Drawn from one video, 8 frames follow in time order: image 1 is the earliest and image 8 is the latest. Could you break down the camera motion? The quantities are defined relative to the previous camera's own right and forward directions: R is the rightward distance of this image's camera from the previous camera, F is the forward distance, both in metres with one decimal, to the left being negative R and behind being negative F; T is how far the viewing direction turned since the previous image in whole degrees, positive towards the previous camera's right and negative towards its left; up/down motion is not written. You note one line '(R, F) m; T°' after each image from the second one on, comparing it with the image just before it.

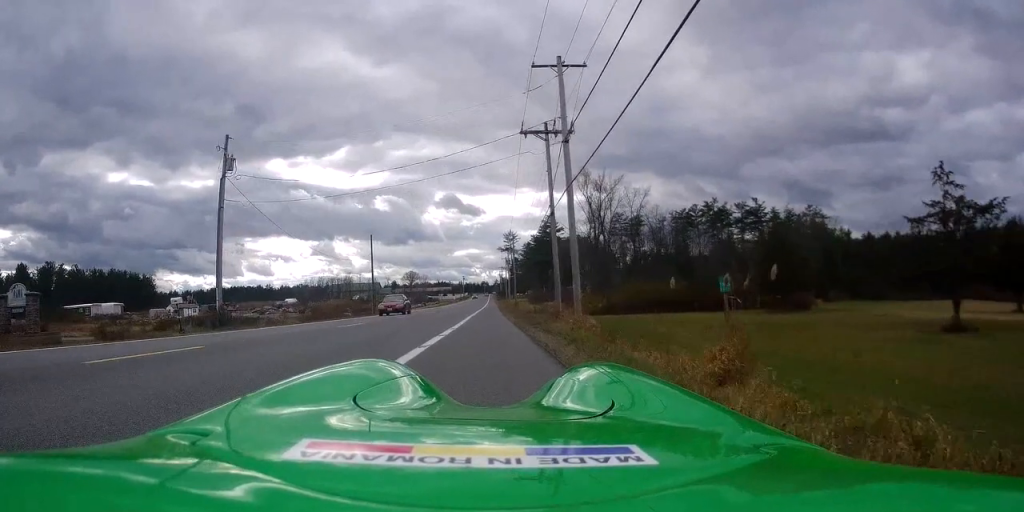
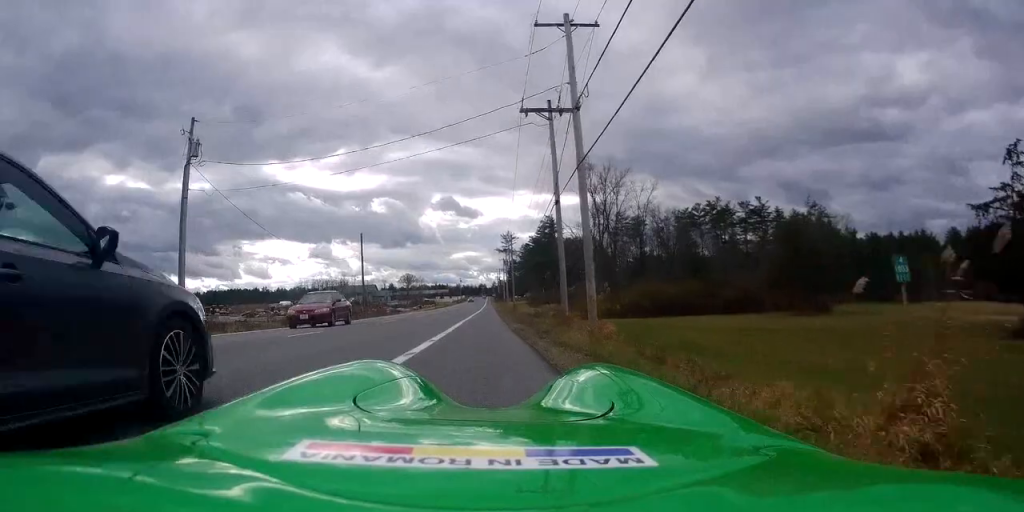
(0.0, +4.2) m; +2°
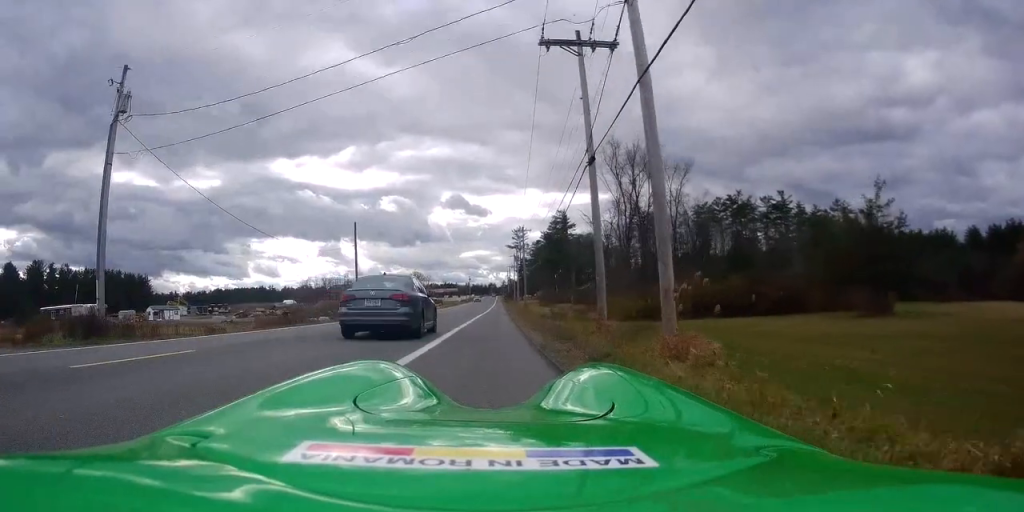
(+0.3, +8.0) m; -1°
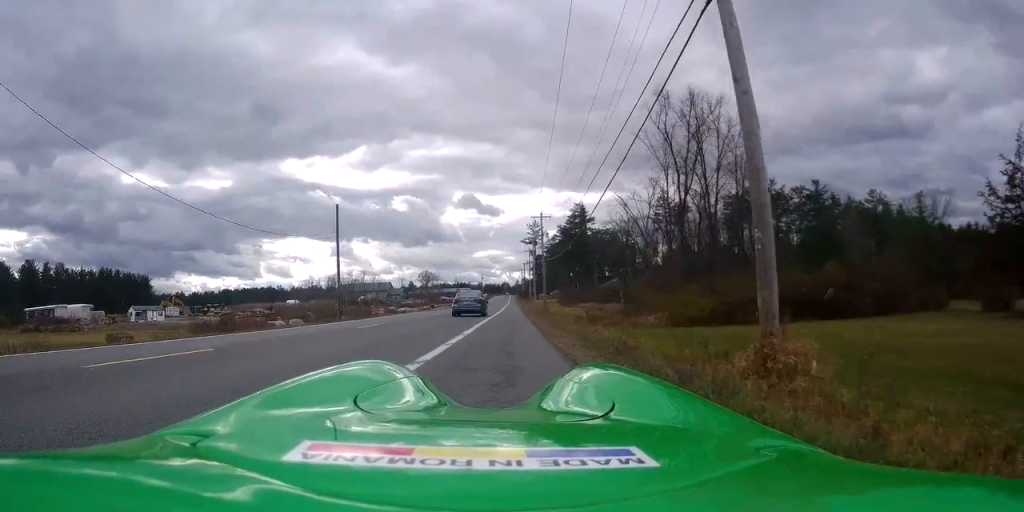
(-0.6, +11.9) m; -2°
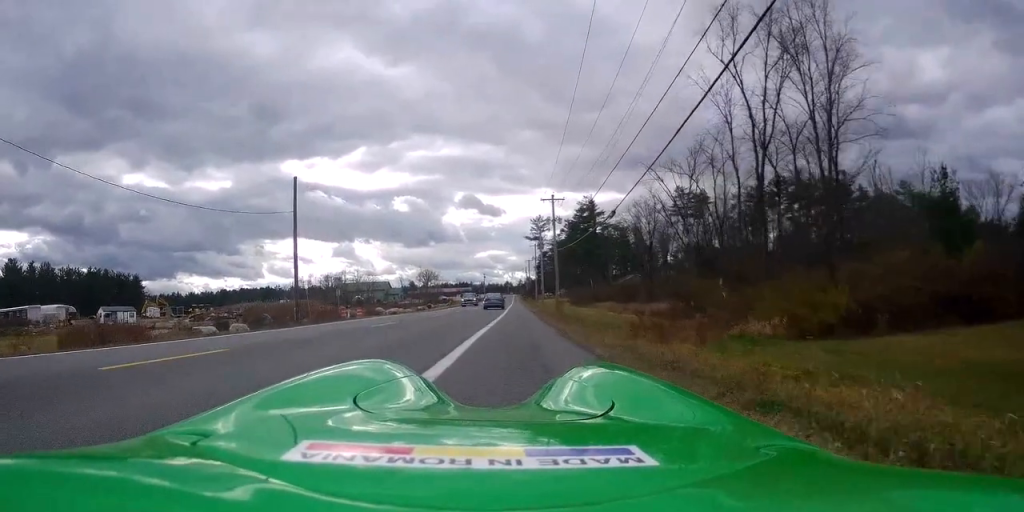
(+0.3, +12.3) m; 0°
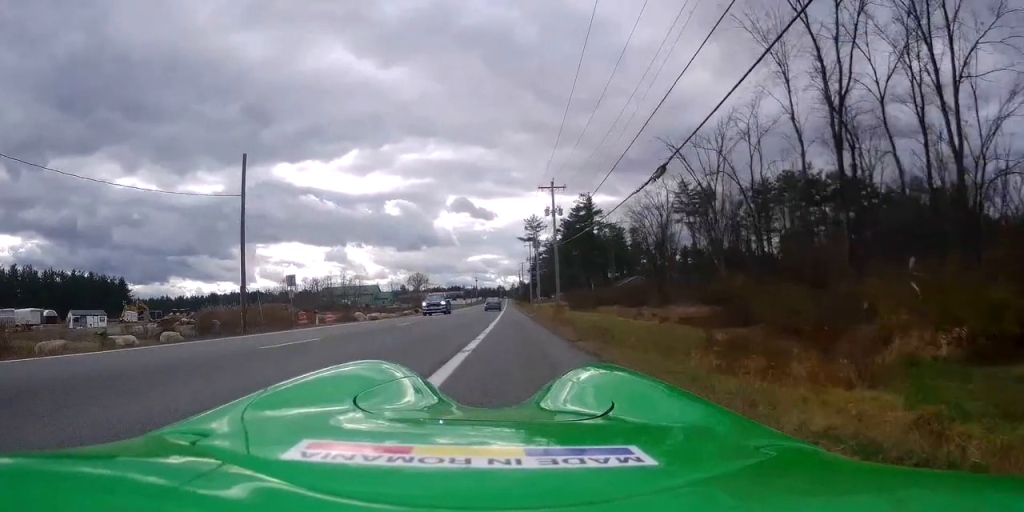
(-0.2, +7.8) m; -1°
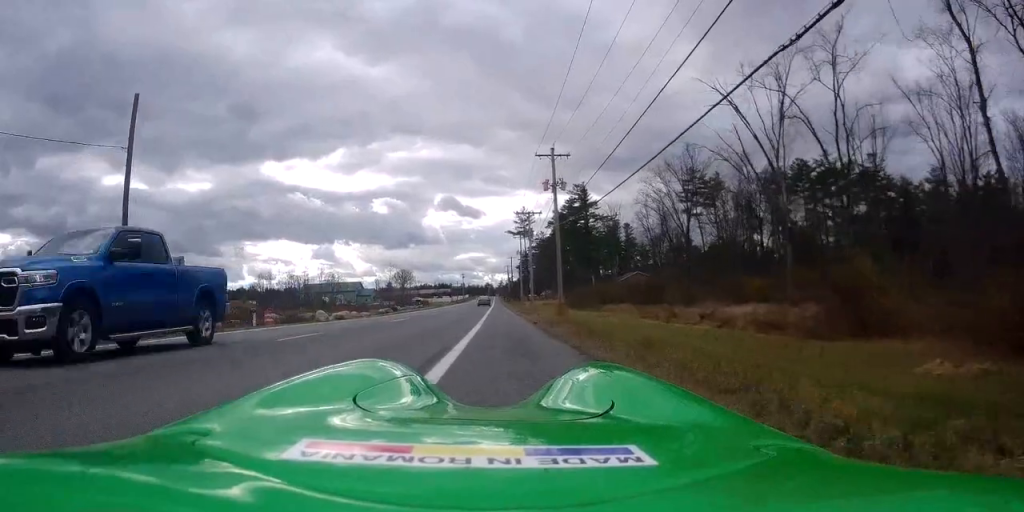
(+0.1, +11.4) m; +4°
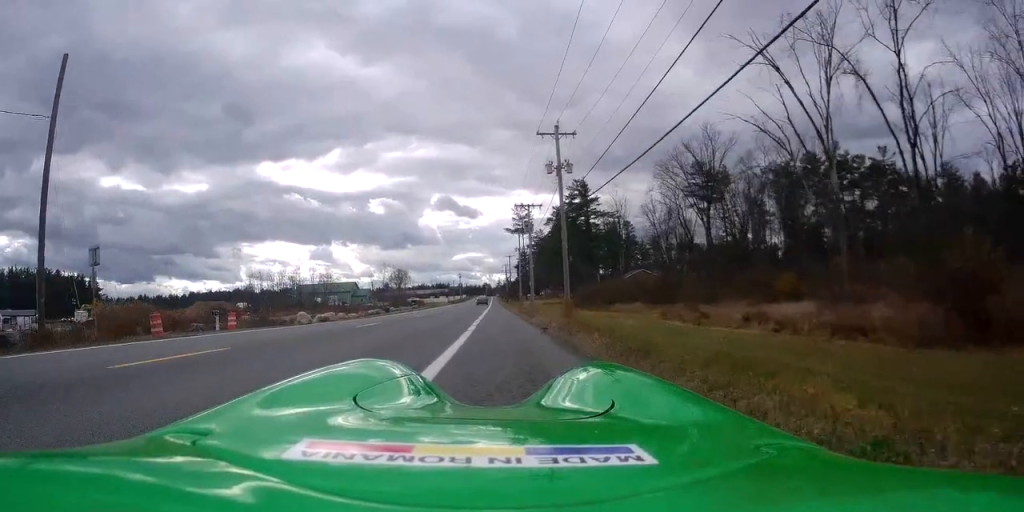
(+0.2, +5.0) m; +1°
